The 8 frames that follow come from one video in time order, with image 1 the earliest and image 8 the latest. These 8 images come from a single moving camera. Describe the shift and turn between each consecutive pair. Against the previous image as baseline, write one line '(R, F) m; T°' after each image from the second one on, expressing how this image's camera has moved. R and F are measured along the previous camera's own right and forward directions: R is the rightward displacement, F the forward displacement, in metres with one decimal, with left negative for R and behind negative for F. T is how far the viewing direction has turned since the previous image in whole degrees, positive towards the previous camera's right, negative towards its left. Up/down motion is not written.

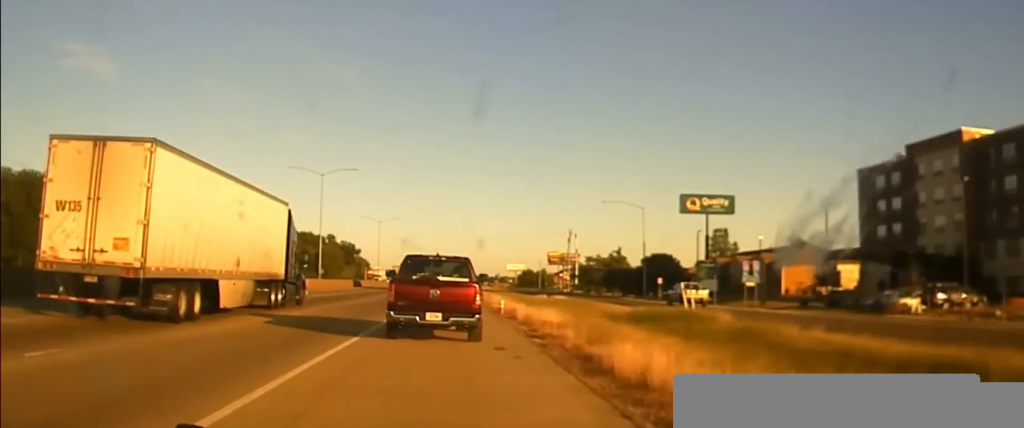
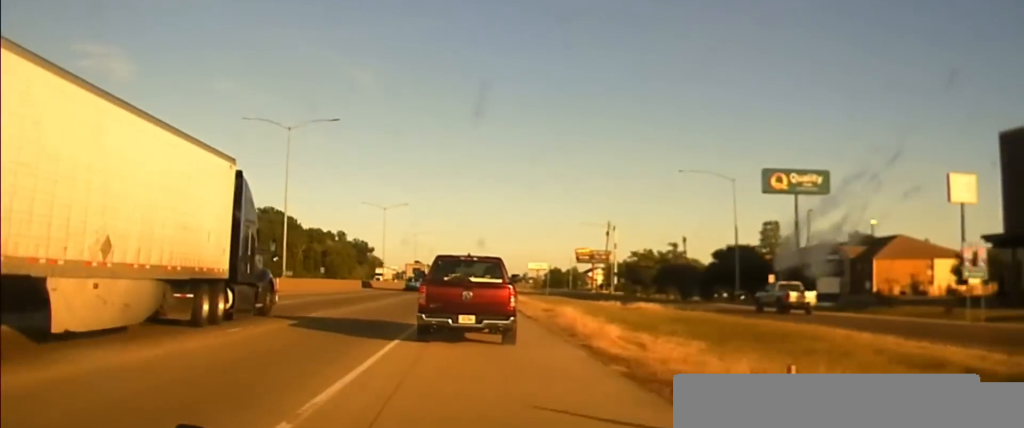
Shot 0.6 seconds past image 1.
(+0.4, +28.3) m; 0°
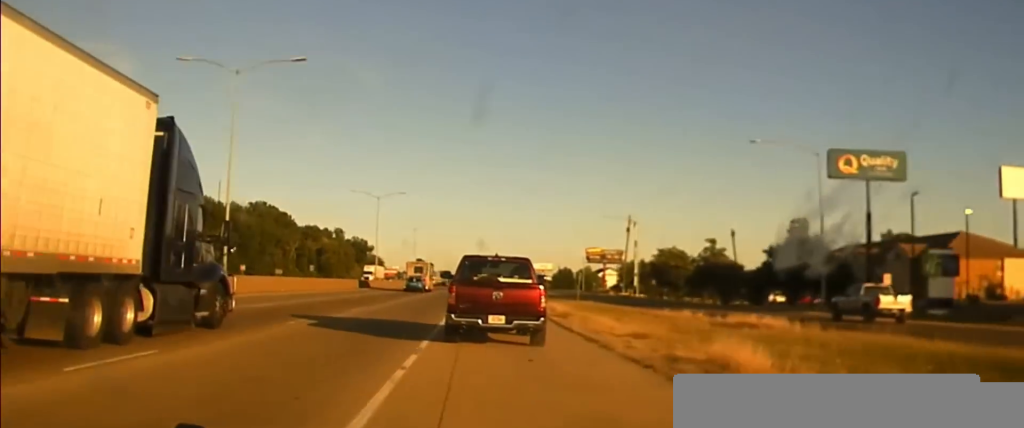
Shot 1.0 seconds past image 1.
(0.0, +17.3) m; 0°
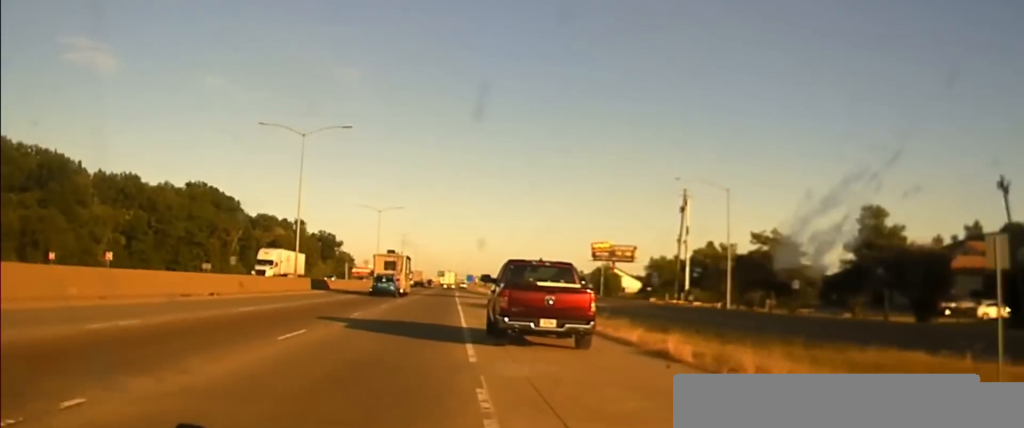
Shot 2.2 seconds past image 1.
(-0.6, +46.3) m; 0°
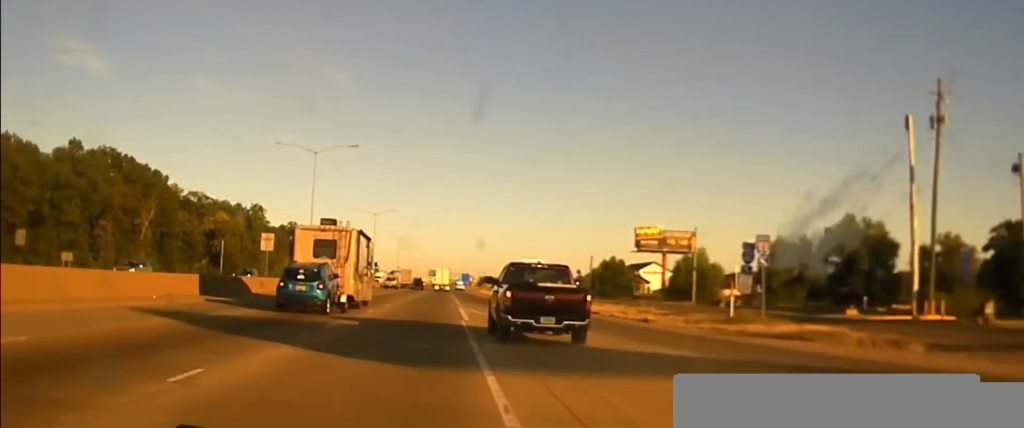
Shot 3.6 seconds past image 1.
(+1.0, +59.3) m; +1°
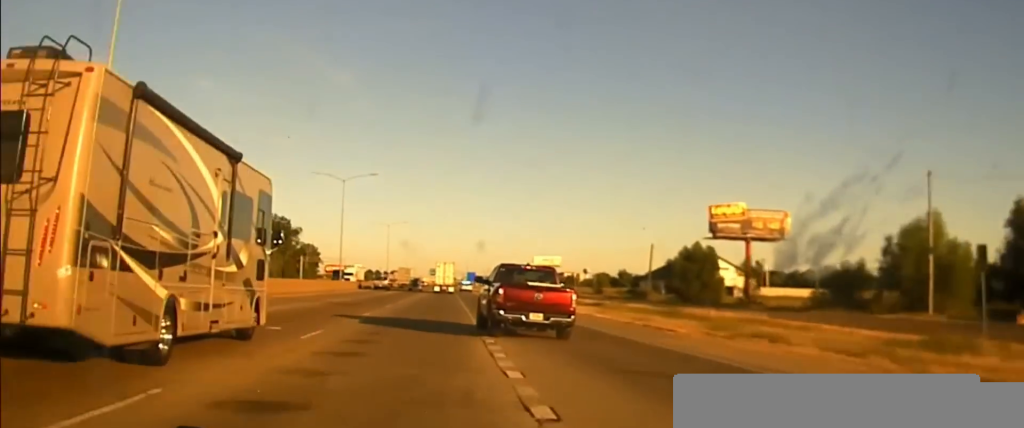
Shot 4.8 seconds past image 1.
(+0.2, +55.5) m; -1°
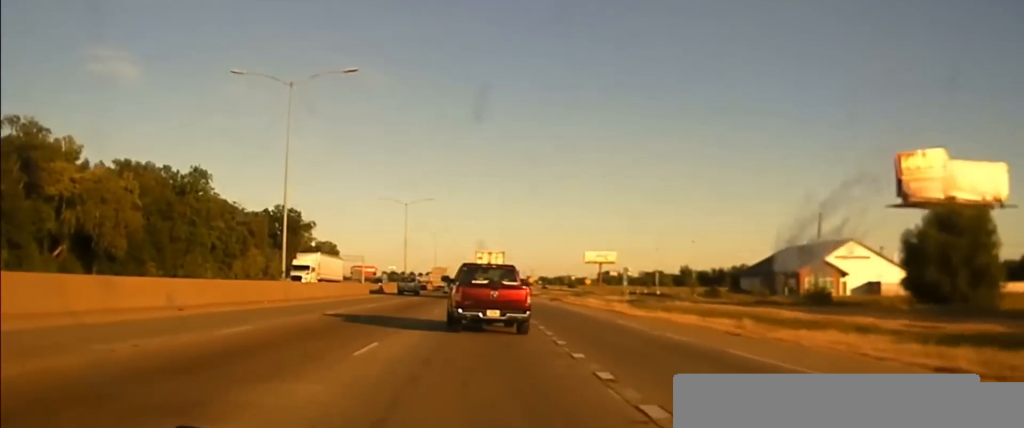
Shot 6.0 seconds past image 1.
(-1.3, +57.2) m; -2°
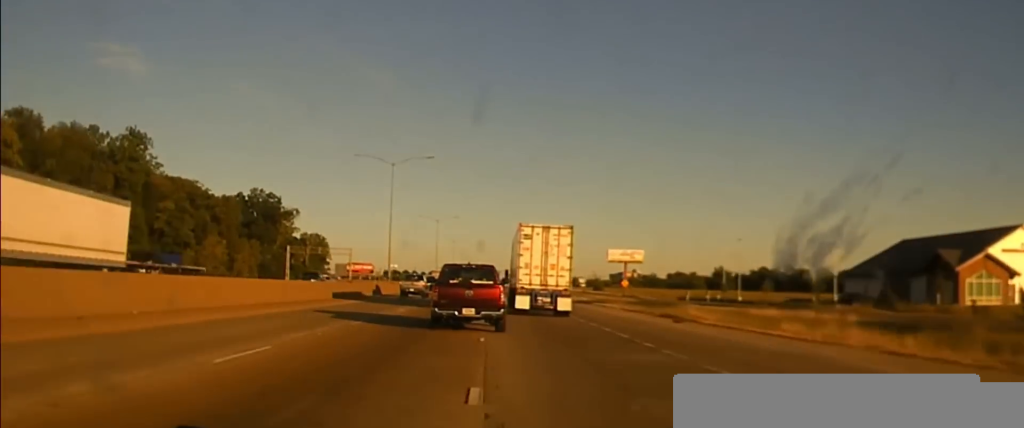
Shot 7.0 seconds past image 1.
(-0.3, +45.4) m; 0°
